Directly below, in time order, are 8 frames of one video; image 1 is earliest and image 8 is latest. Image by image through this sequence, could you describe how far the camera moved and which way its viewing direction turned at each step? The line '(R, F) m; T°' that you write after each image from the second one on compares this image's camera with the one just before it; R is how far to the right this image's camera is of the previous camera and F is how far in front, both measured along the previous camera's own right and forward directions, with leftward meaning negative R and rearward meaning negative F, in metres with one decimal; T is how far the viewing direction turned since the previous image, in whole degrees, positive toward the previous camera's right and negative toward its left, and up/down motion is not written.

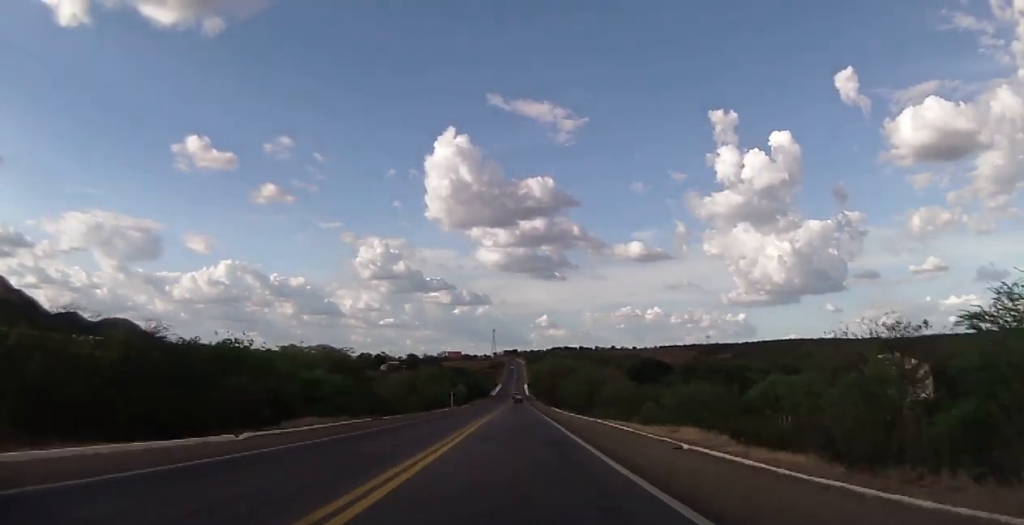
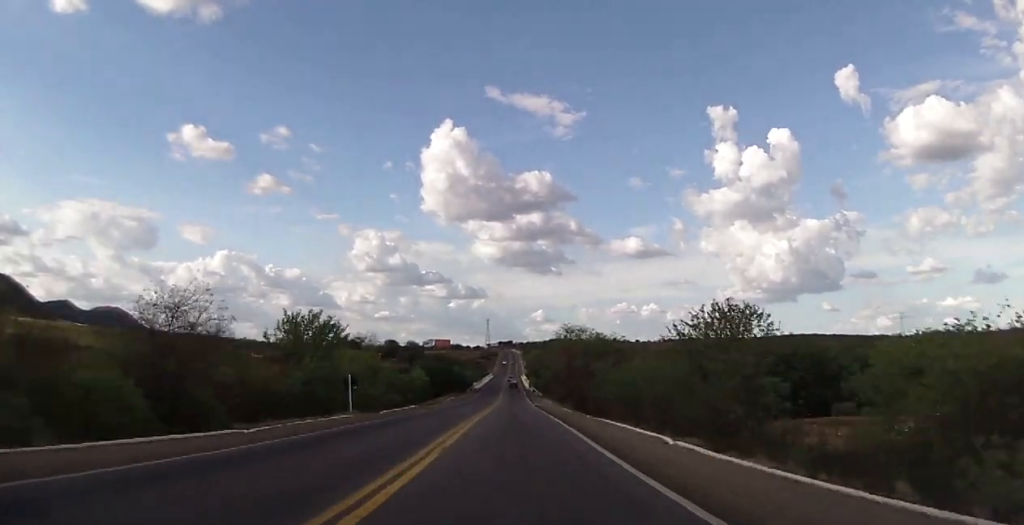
(0.0, +59.5) m; -1°
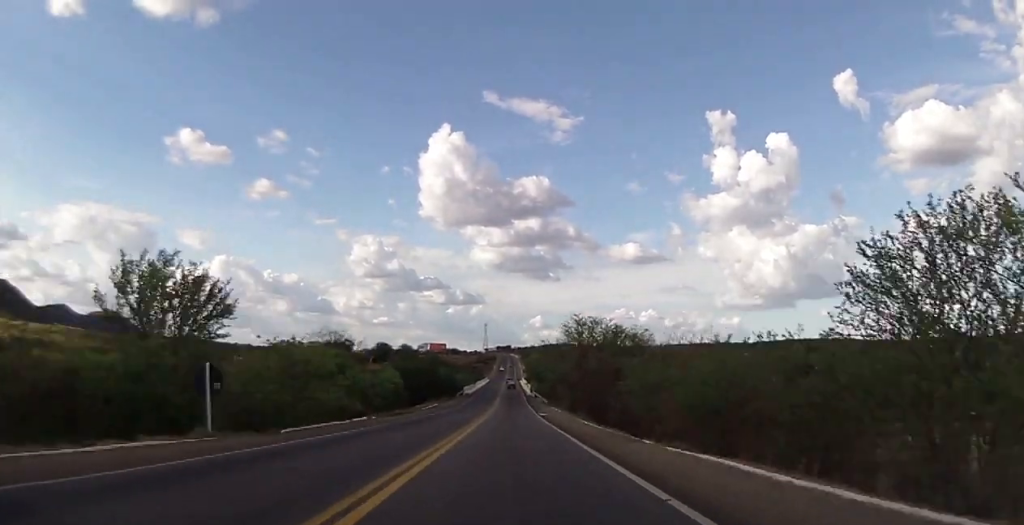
(-0.1, +18.7) m; 0°
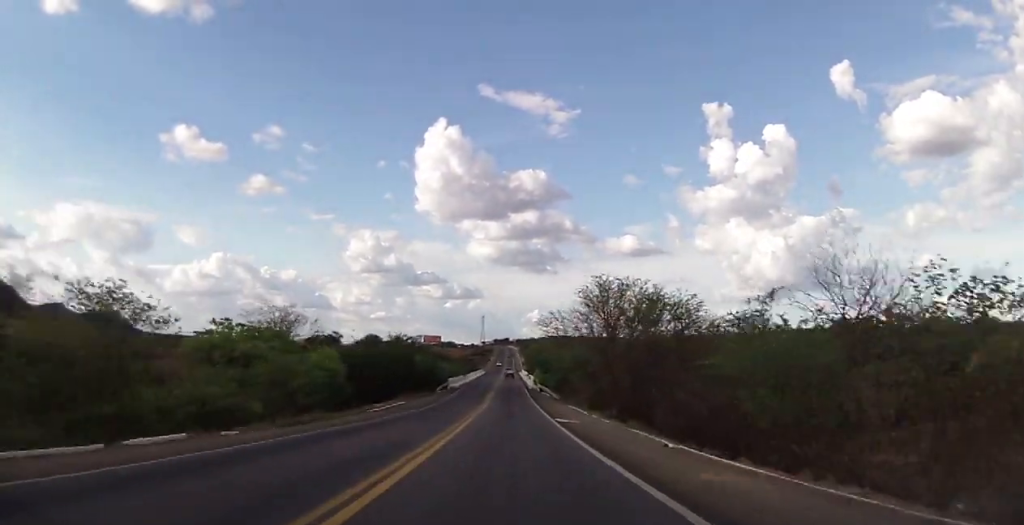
(-0.3, +22.6) m; +1°
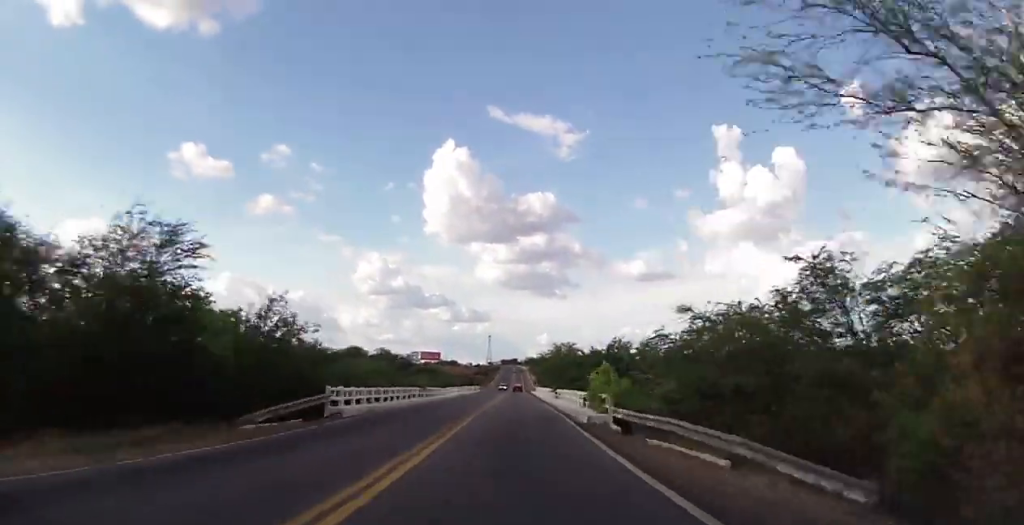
(+0.3, +53.1) m; -1°
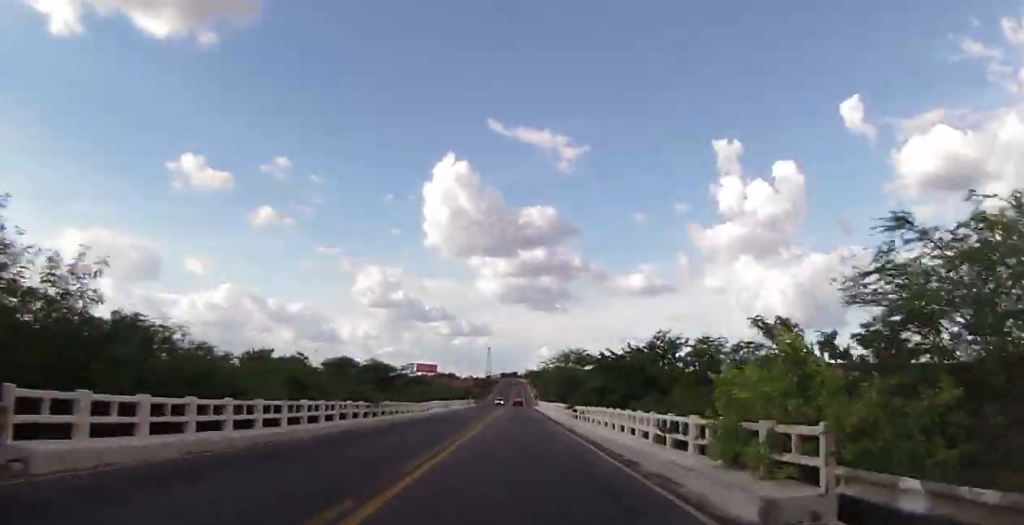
(0.0, +17.1) m; 0°
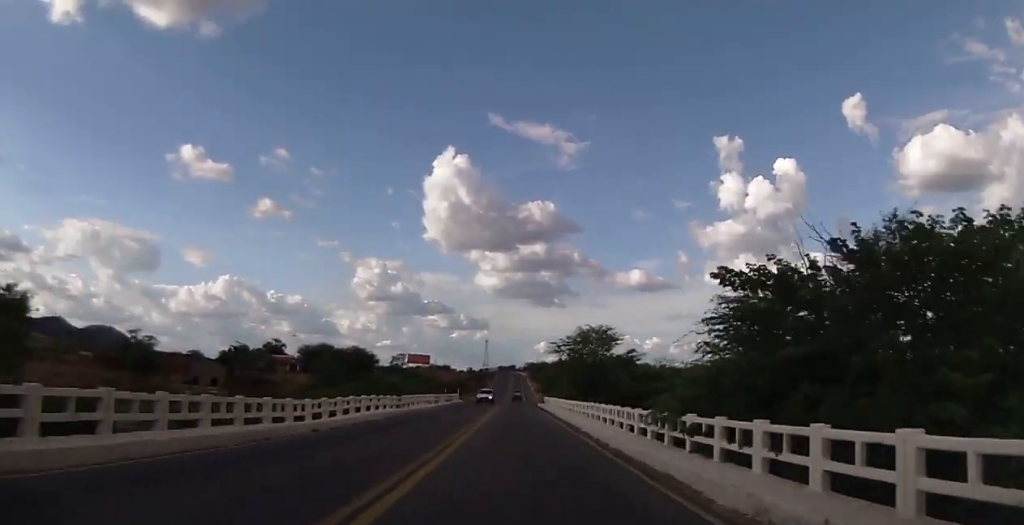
(+0.1, +25.7) m; 0°
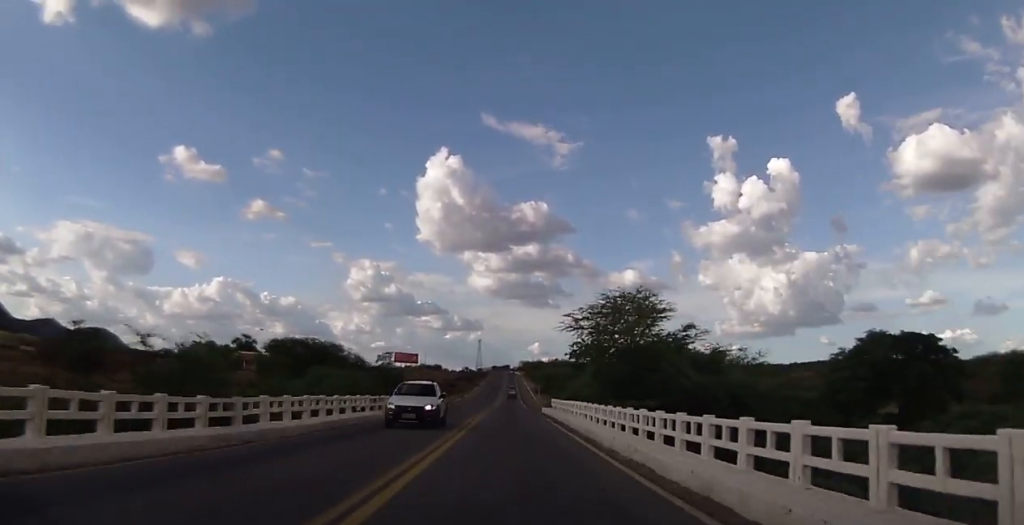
(+0.1, +23.8) m; 0°
